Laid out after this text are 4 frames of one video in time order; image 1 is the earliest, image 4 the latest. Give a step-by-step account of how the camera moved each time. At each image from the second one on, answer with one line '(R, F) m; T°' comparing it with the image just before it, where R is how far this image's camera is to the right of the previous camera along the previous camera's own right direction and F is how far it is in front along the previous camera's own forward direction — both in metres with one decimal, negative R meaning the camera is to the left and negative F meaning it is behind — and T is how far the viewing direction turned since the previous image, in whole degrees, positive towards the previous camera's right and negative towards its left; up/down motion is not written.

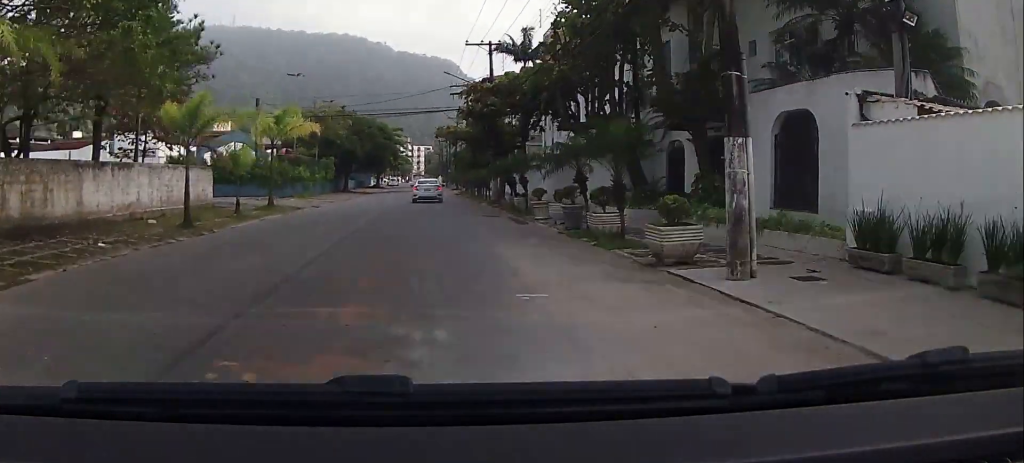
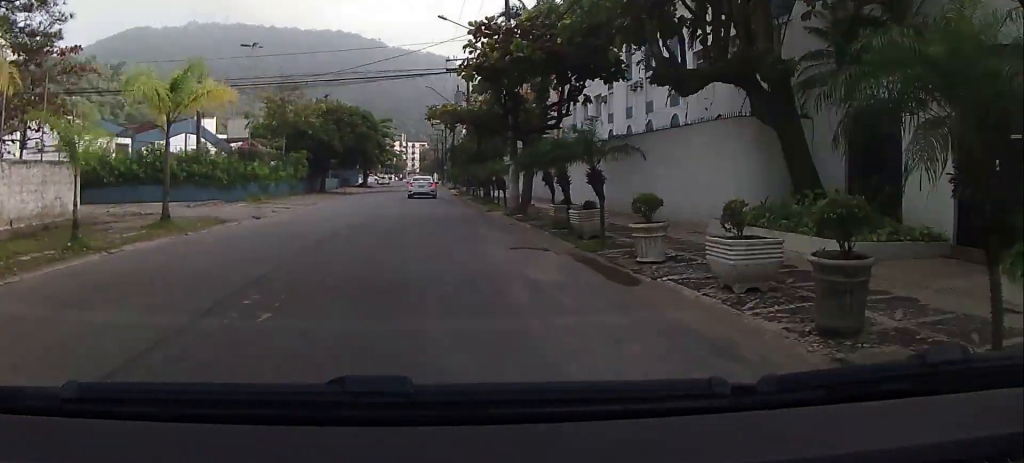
(+0.2, +12.8) m; +1°
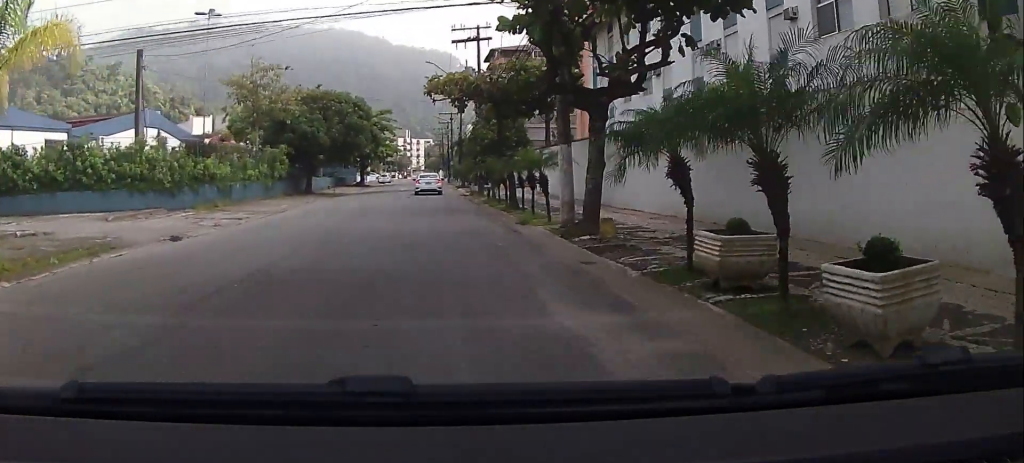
(-0.3, +10.3) m; 0°
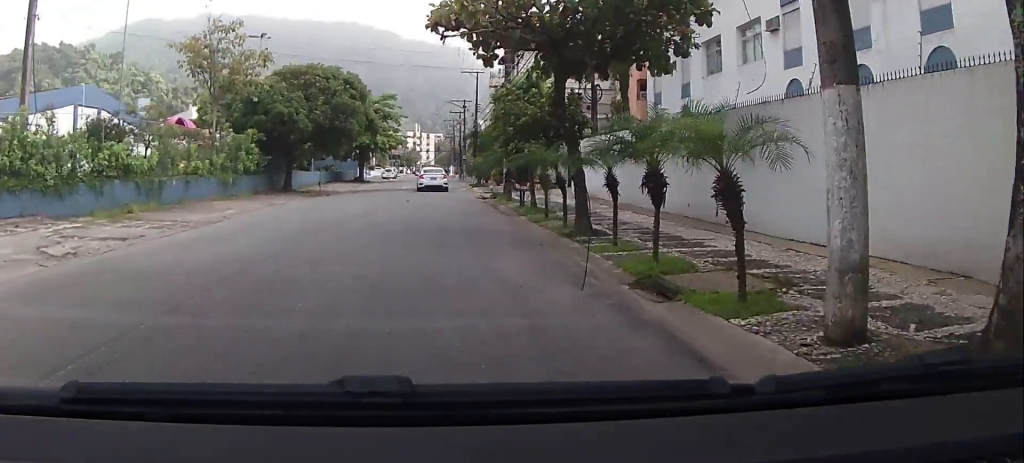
(+0.6, +12.3) m; +5°
